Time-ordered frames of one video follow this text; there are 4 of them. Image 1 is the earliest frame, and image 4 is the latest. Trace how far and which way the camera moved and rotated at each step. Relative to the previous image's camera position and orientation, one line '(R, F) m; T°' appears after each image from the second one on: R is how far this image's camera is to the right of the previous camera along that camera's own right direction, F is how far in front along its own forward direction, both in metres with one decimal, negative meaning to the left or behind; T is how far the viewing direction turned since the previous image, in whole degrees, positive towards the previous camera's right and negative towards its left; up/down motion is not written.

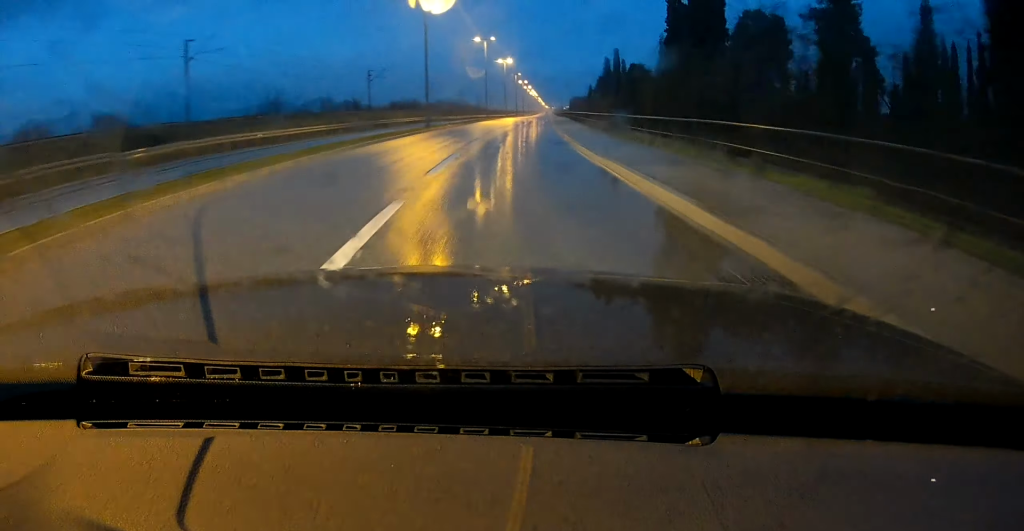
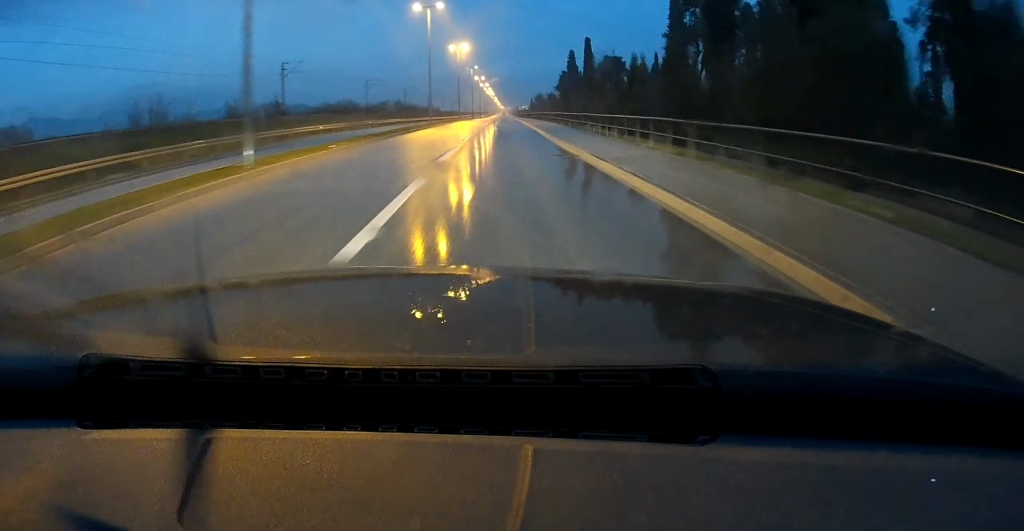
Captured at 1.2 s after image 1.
(+1.5, +27.0) m; +2°
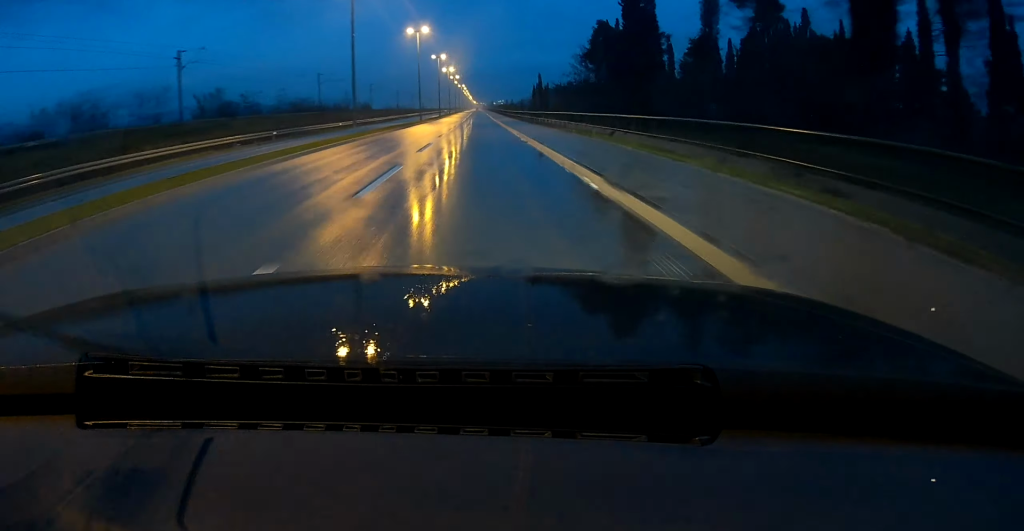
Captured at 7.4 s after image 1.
(+3.7, +135.0) m; +1°
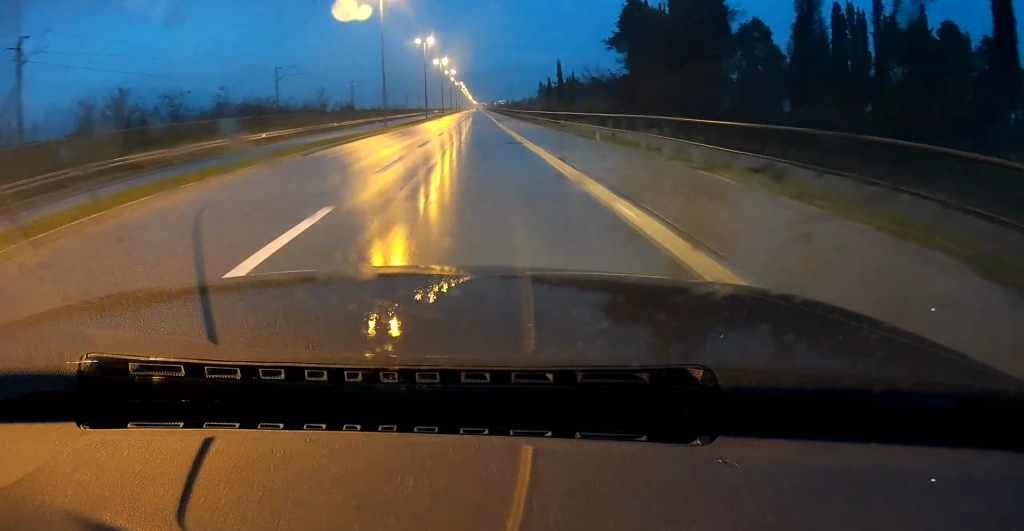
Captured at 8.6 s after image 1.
(-0.1, +26.2) m; 0°
